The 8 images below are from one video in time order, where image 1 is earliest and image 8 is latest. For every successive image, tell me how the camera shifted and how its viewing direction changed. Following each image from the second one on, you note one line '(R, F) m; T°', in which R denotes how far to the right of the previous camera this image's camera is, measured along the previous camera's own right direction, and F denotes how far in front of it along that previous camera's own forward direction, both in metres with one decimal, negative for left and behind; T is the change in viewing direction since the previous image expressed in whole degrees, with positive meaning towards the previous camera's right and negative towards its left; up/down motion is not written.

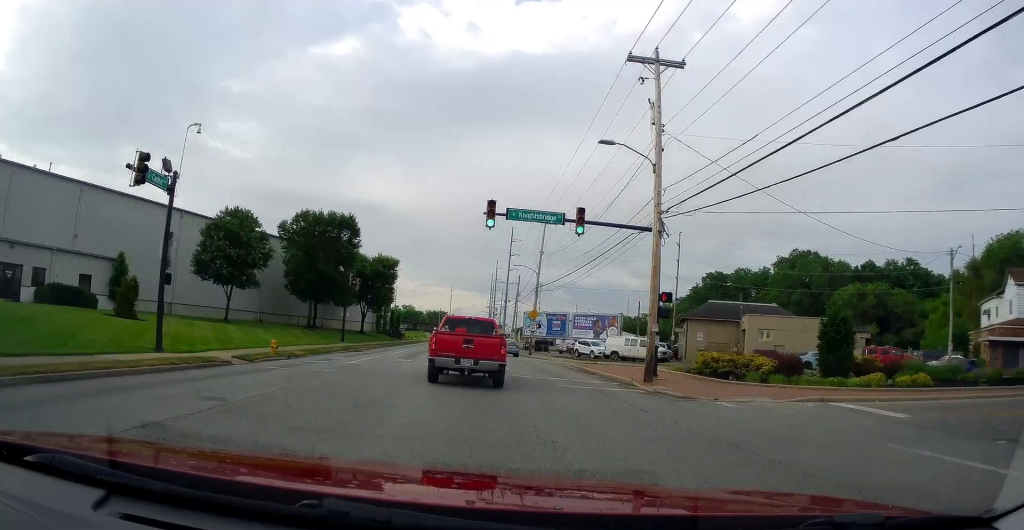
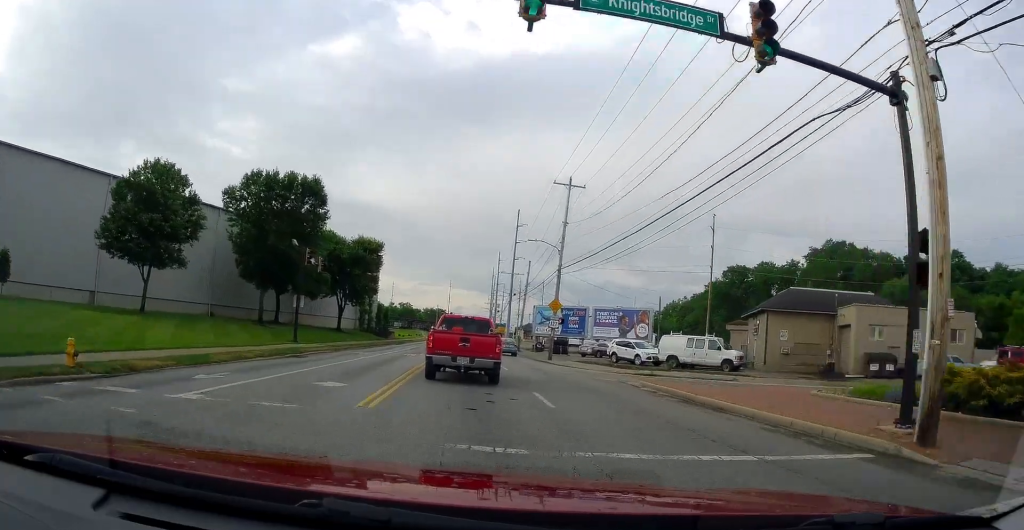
(0.0, +14.7) m; +2°
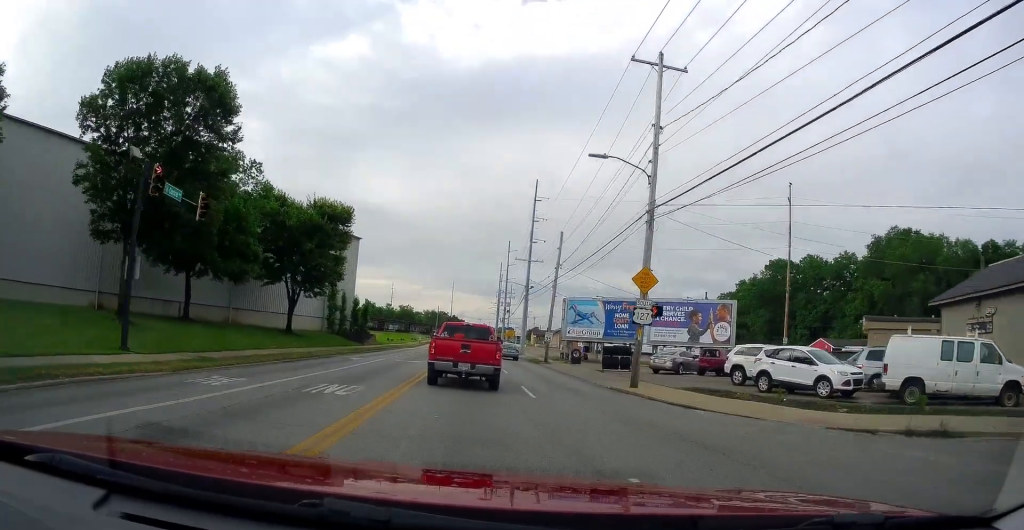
(-0.1, +20.7) m; -3°
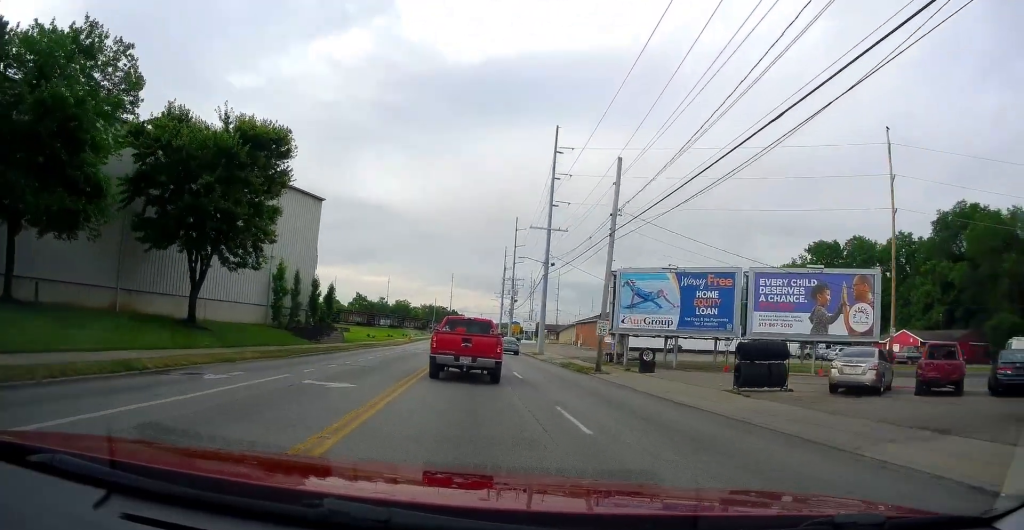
(-0.3, +18.4) m; +2°
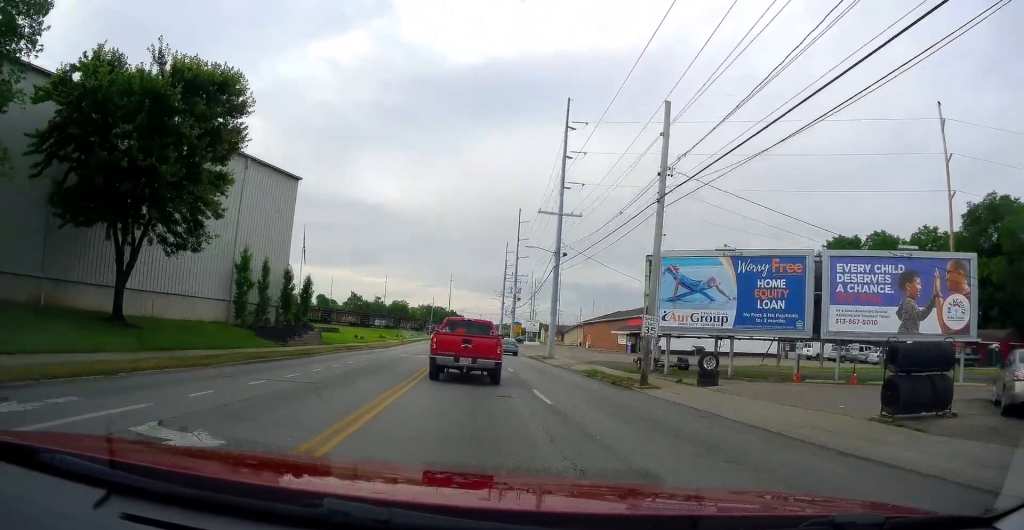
(+0.1, +7.4) m; +2°
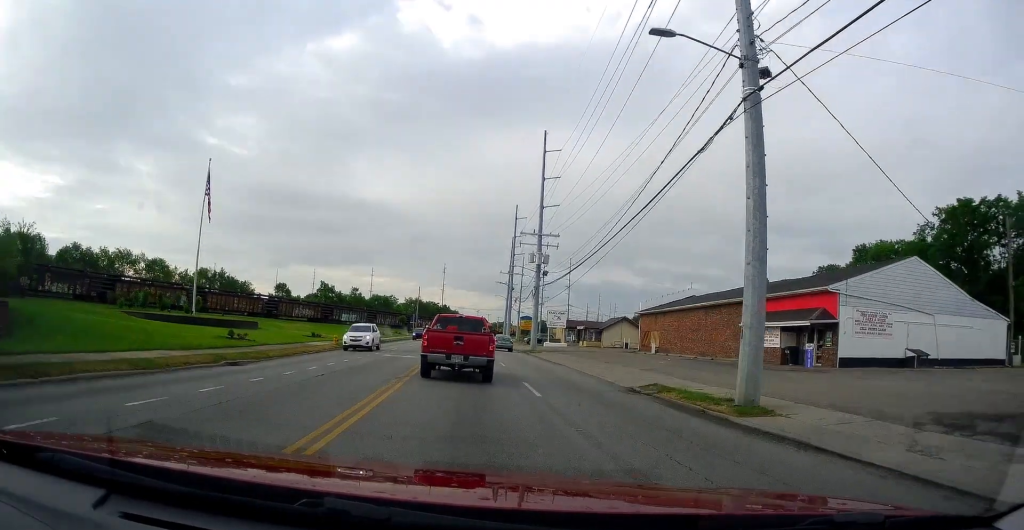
(-2.0, +34.6) m; -4°
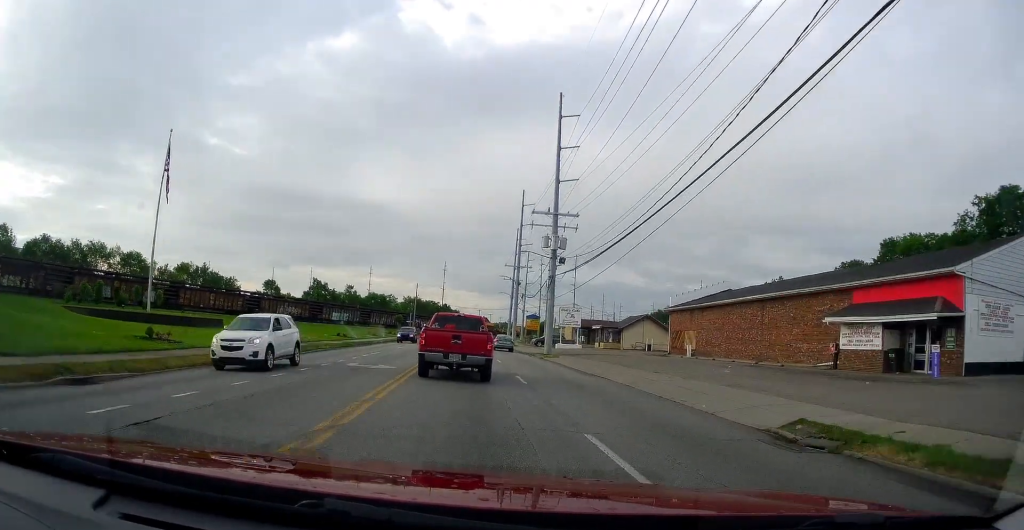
(+0.5, +9.1) m; +1°
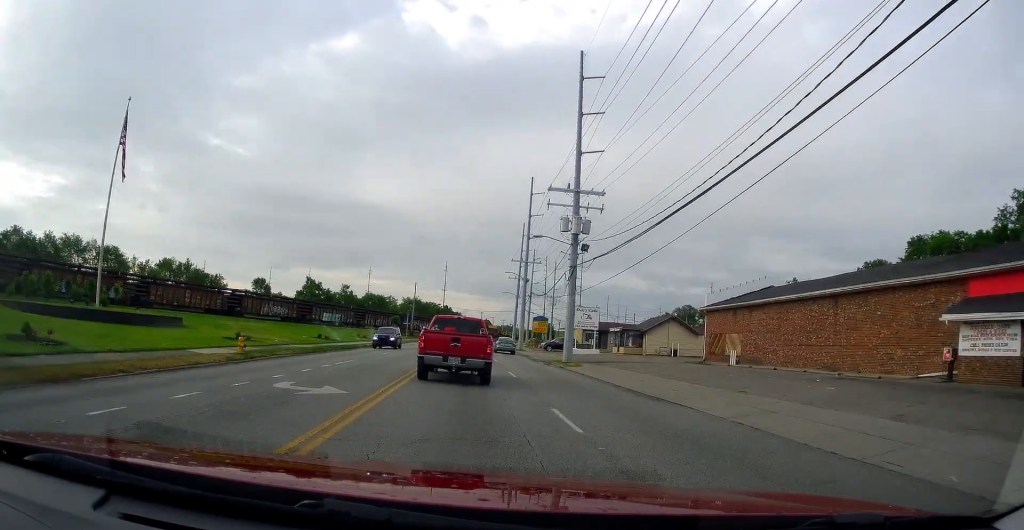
(+0.1, +8.1) m; 0°
